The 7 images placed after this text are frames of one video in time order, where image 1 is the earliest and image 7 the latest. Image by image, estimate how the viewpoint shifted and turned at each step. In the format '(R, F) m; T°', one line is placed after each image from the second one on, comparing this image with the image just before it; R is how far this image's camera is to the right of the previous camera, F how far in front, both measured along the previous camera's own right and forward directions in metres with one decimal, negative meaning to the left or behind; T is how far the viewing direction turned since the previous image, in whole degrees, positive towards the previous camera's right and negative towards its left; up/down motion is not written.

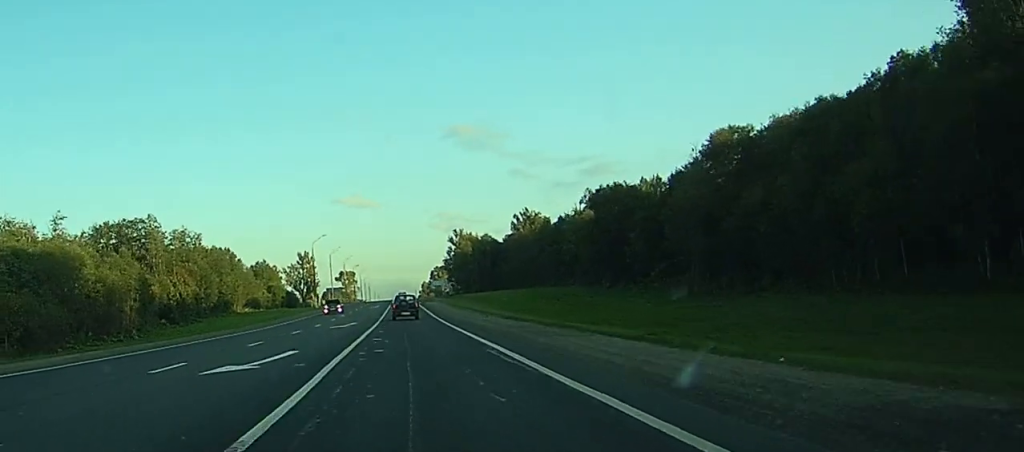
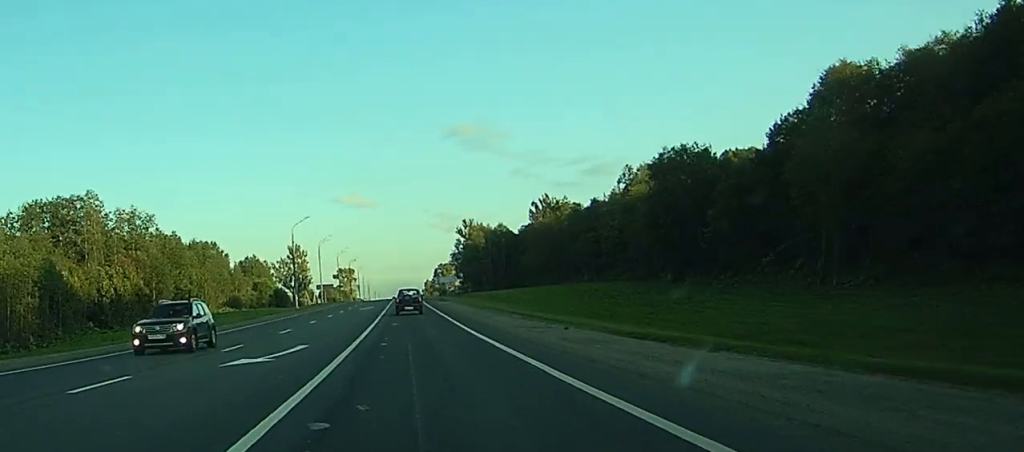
(0.0, +28.6) m; 0°
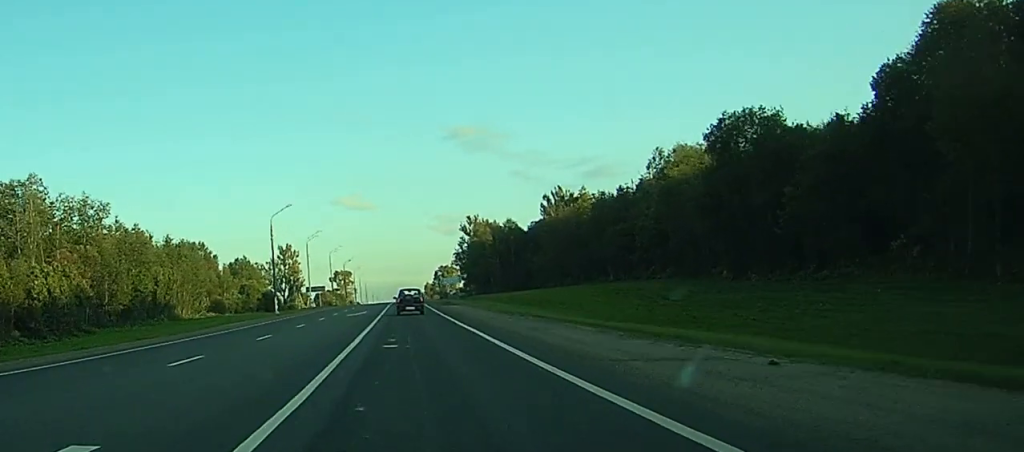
(0.0, +17.8) m; 0°
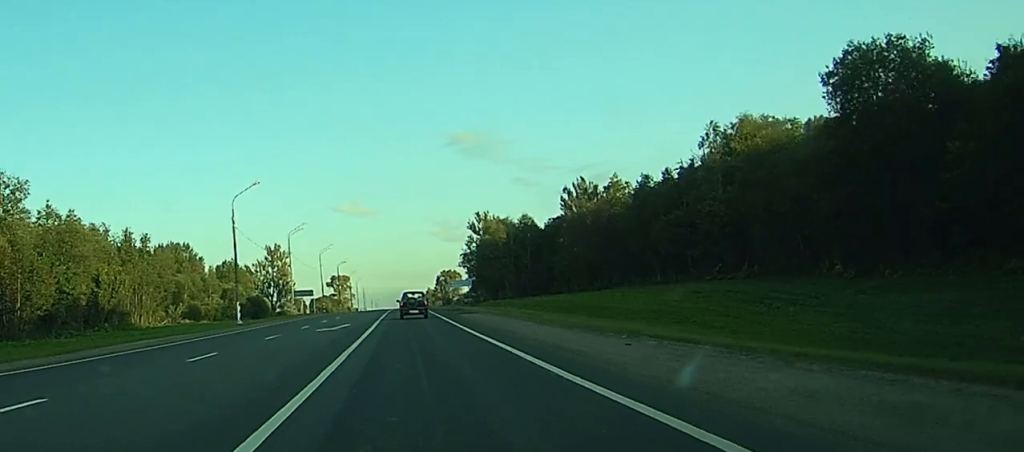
(0.0, +21.9) m; 0°
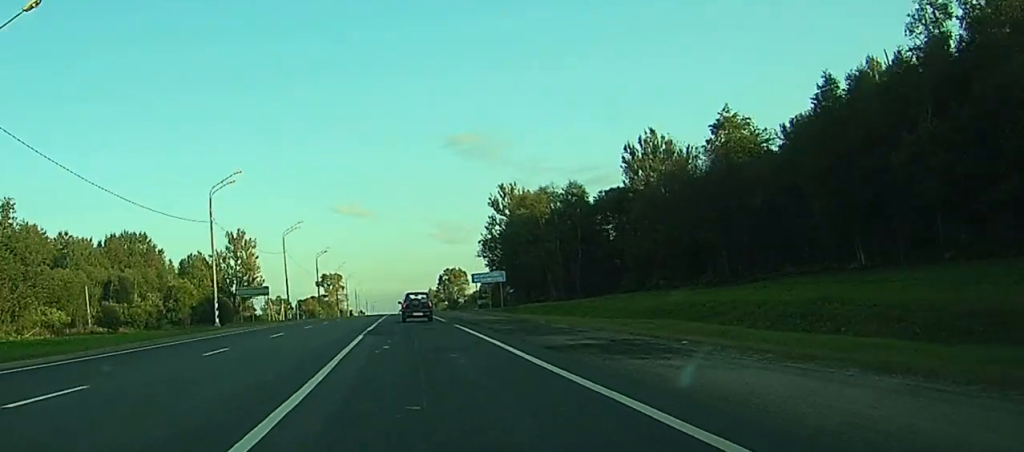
(-0.1, +45.7) m; 0°
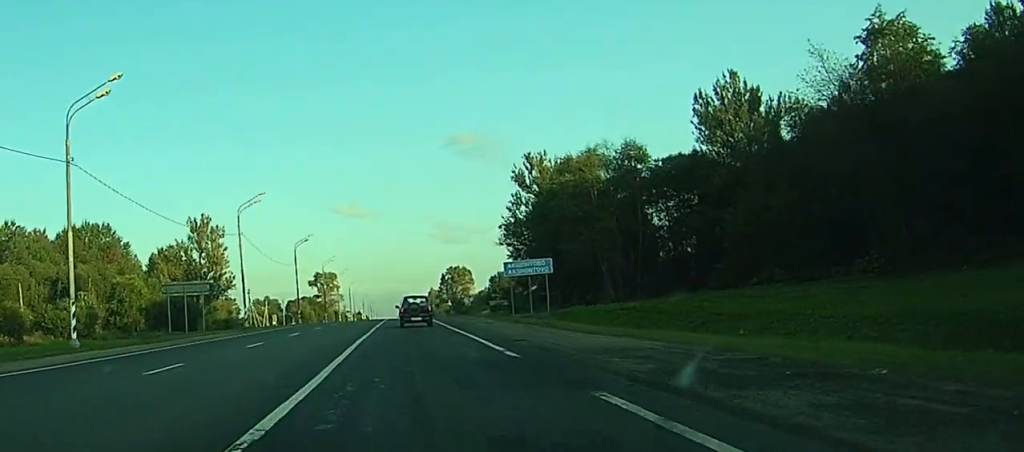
(-0.1, +29.8) m; 0°
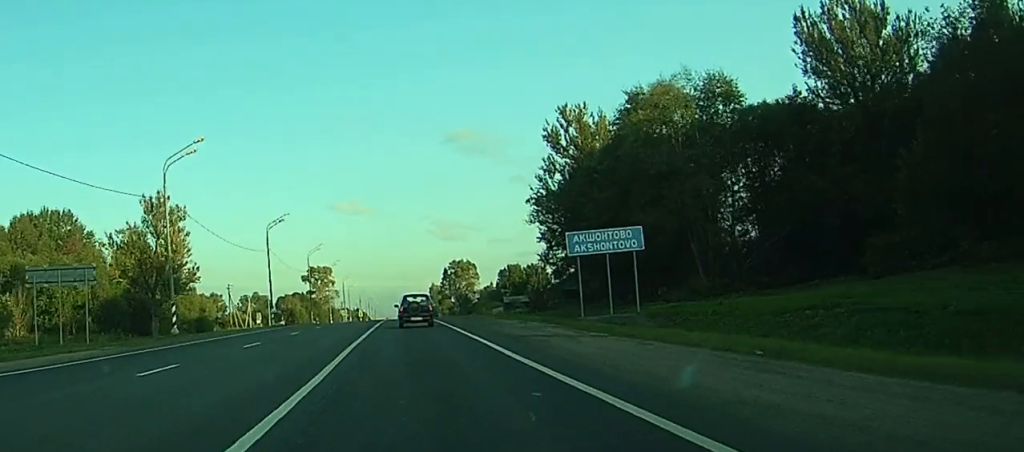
(+0.1, +24.2) m; 0°
